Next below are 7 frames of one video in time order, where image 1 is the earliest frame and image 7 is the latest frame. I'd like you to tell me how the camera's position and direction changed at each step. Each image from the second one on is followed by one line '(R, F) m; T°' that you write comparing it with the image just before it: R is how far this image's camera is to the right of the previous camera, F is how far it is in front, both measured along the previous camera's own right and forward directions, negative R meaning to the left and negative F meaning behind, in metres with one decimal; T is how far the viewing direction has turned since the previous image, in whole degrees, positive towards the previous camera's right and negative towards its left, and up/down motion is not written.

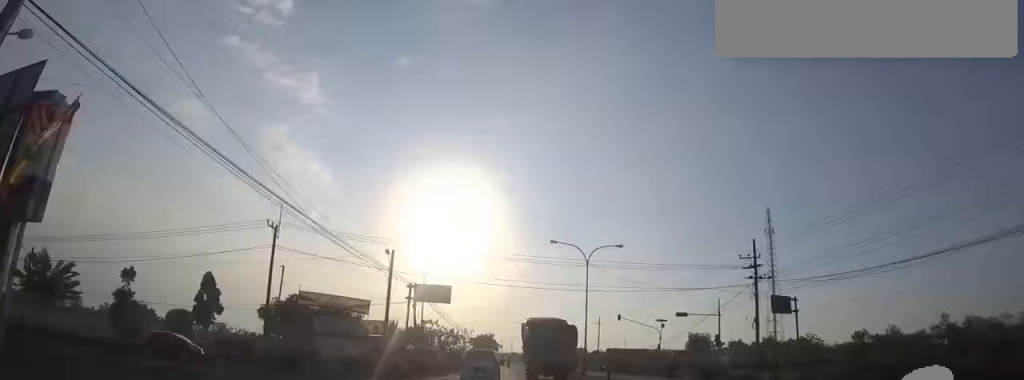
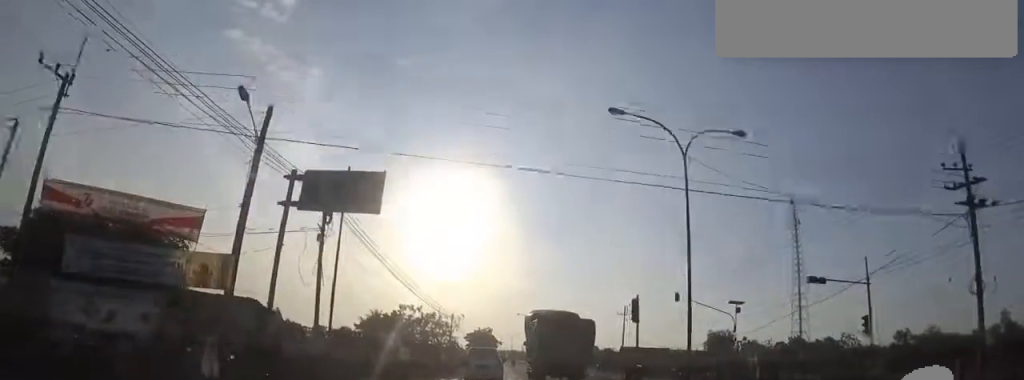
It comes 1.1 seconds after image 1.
(-1.2, +19.1) m; 0°
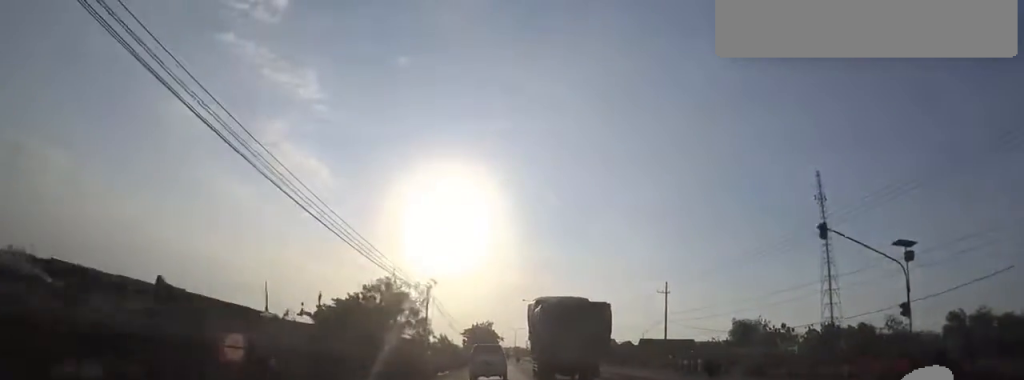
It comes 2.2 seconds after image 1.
(+1.2, +18.9) m; +3°
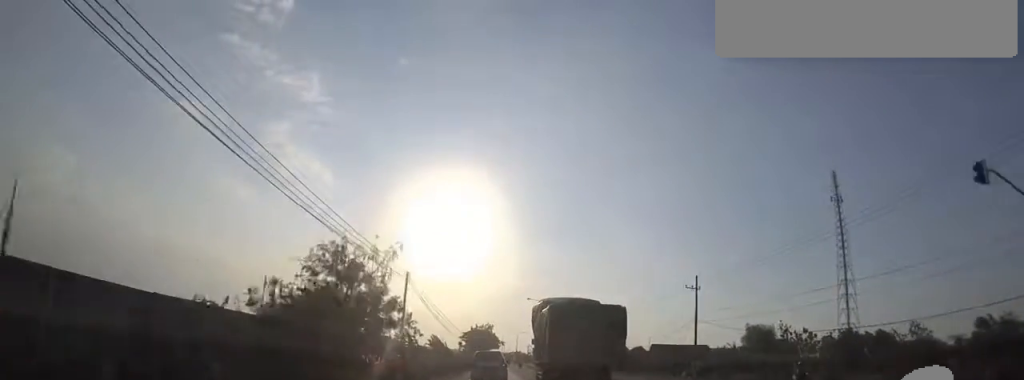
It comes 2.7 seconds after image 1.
(-0.2, +8.7) m; 0°
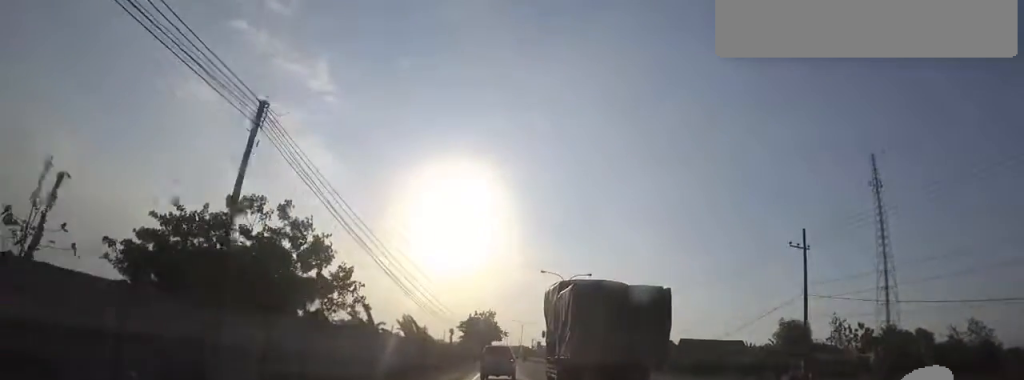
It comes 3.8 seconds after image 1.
(+0.3, +17.8) m; +1°
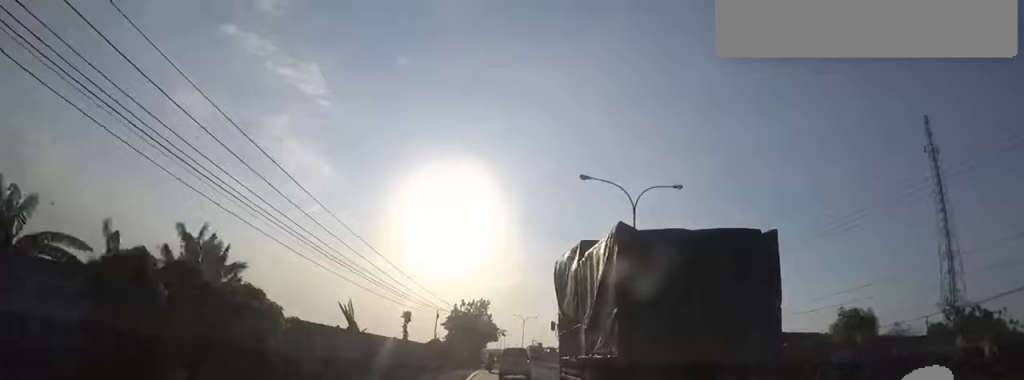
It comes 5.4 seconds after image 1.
(-1.0, +27.0) m; -5°
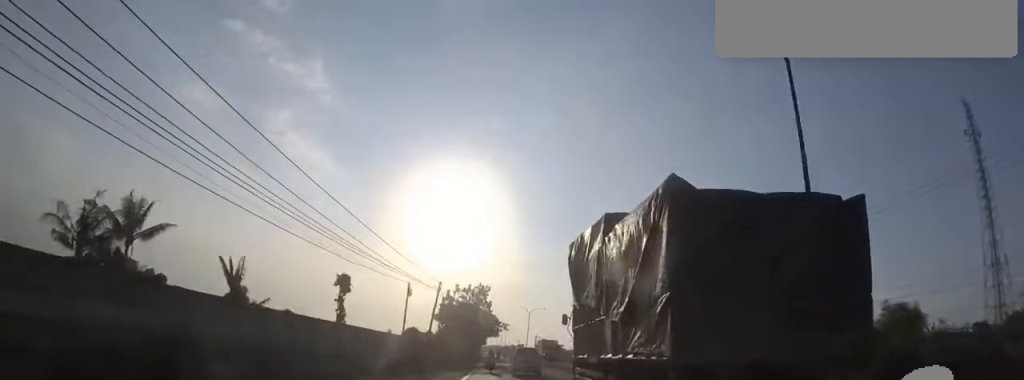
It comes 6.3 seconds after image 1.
(-0.5, +13.4) m; 0°
